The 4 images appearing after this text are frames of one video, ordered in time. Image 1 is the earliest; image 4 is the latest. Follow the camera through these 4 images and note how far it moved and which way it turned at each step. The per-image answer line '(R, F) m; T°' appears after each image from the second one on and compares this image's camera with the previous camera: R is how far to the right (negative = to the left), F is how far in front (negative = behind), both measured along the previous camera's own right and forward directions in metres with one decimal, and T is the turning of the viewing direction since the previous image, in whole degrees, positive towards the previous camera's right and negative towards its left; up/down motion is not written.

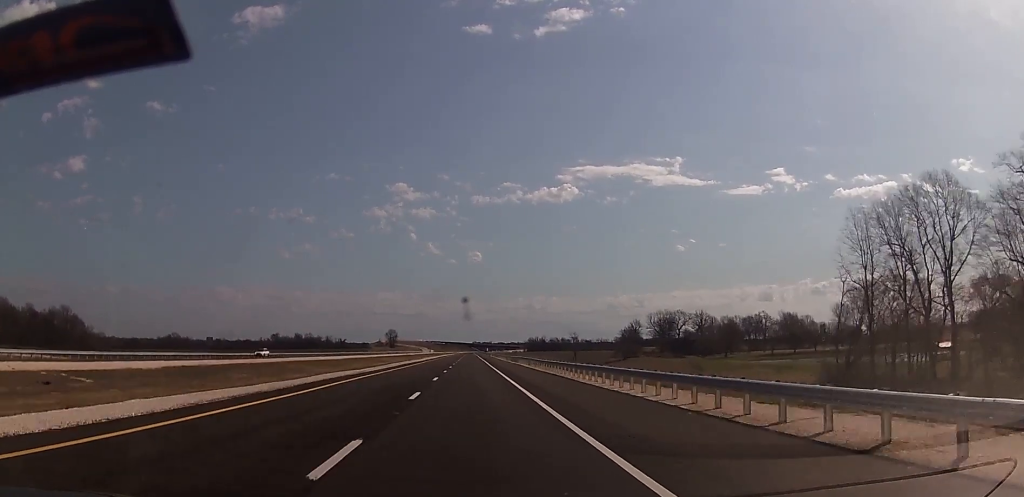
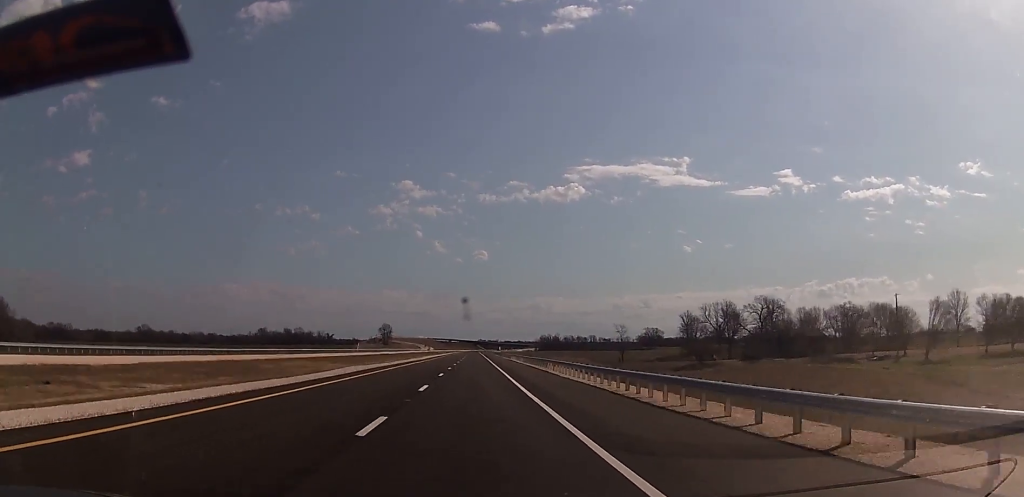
(+0.3, +94.0) m; 0°
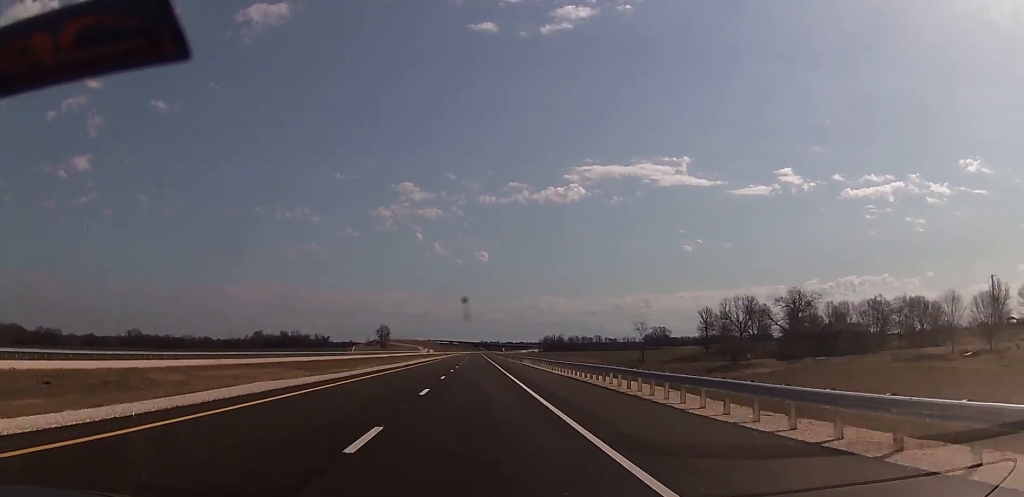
(+0.1, +26.1) m; 0°
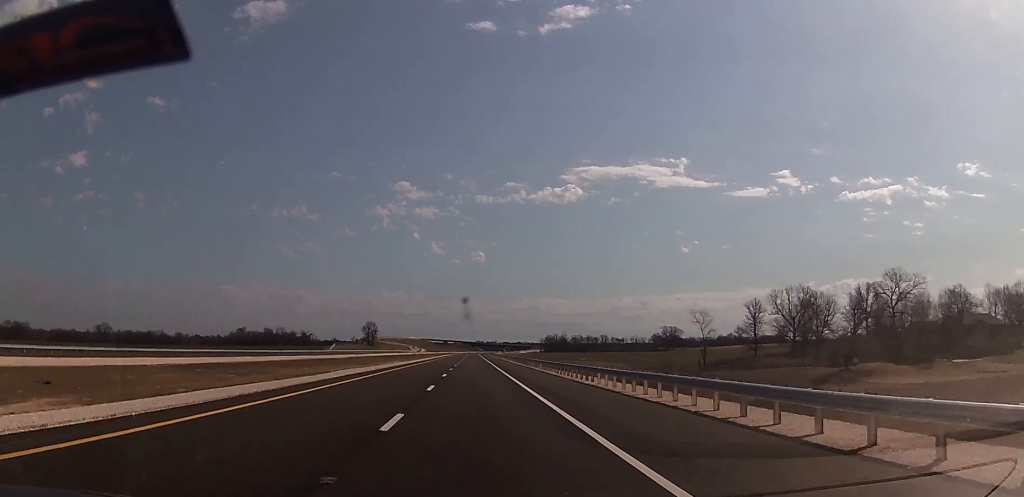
(-0.7, +58.3) m; -1°
